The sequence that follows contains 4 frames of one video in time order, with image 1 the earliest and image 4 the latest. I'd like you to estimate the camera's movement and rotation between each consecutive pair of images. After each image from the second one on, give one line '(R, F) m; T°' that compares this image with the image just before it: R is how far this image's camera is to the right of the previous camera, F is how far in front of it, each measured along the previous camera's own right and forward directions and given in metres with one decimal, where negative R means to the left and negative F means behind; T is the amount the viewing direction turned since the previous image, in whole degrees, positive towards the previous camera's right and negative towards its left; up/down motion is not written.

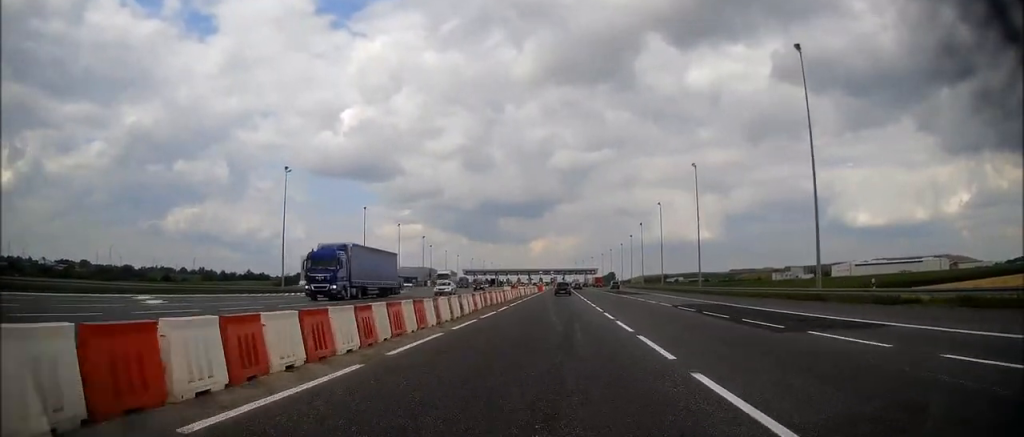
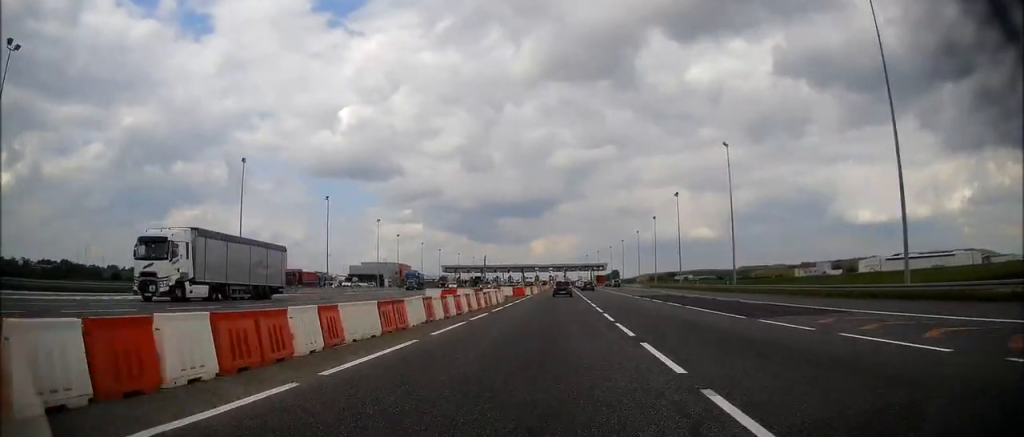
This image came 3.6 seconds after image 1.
(-0.4, +50.3) m; 0°
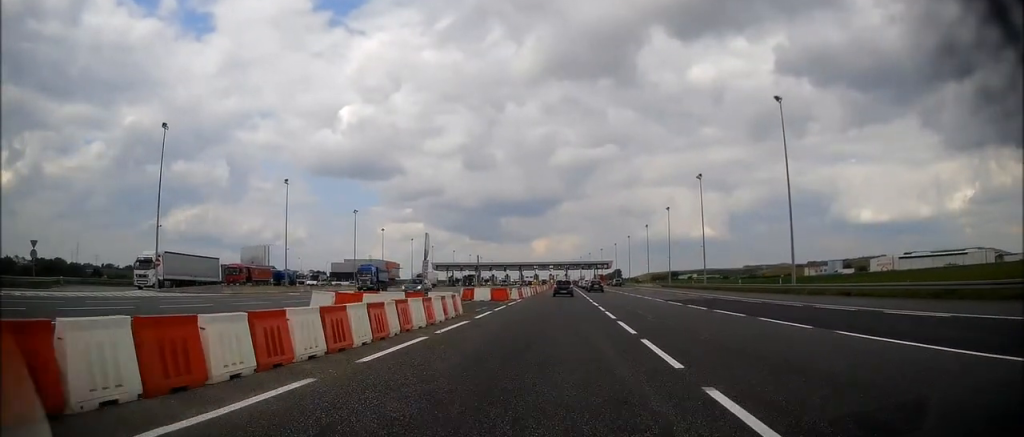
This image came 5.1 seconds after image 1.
(+0.2, +17.8) m; -1°
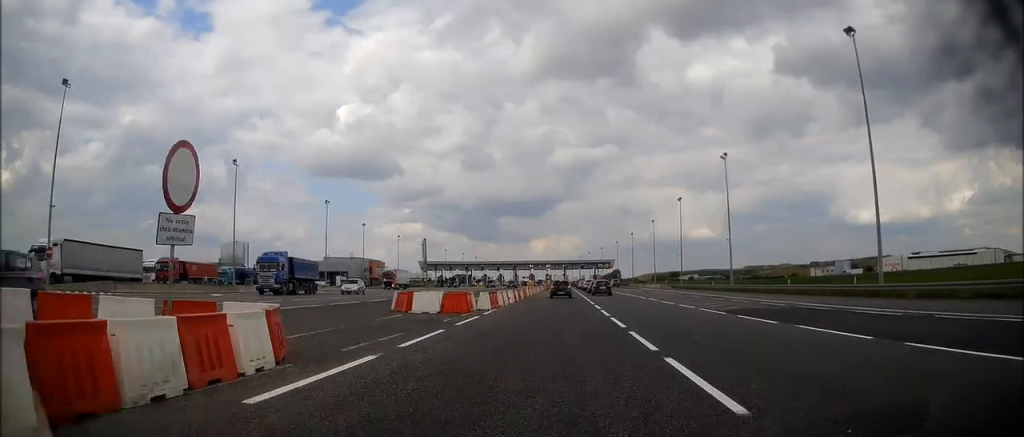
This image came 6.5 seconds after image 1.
(-0.2, +15.2) m; +2°
